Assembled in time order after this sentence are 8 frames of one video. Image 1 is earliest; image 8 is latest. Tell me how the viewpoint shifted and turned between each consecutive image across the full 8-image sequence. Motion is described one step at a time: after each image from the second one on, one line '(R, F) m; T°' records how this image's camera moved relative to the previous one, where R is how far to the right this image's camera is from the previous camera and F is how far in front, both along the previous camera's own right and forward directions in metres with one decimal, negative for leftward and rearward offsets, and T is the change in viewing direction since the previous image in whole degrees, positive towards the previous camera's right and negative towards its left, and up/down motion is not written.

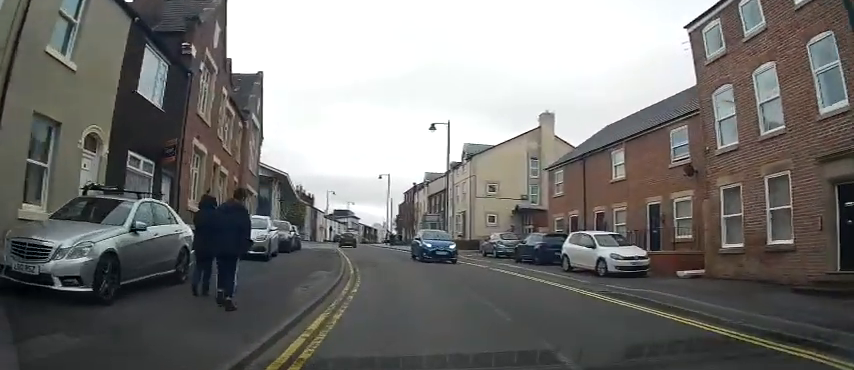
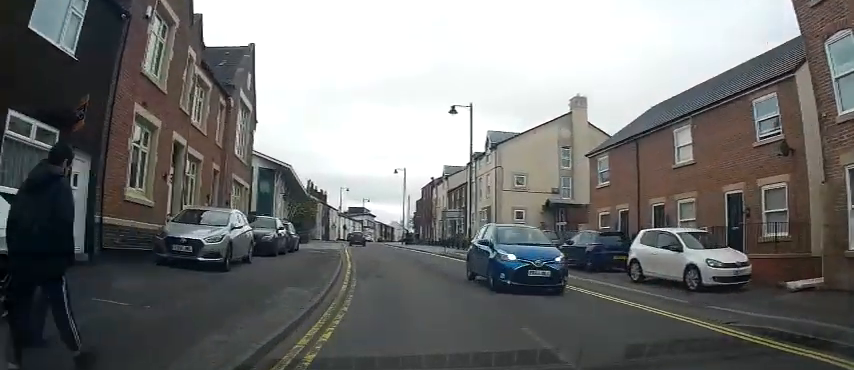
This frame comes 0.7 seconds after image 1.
(0.0, +5.5) m; -2°
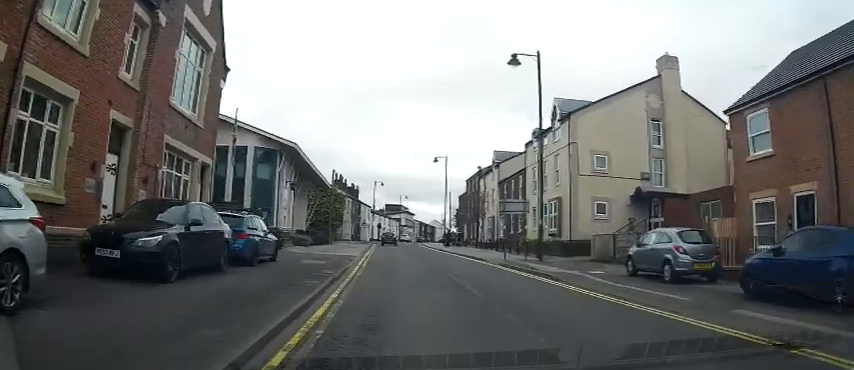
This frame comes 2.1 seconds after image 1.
(-0.5, +11.1) m; -3°
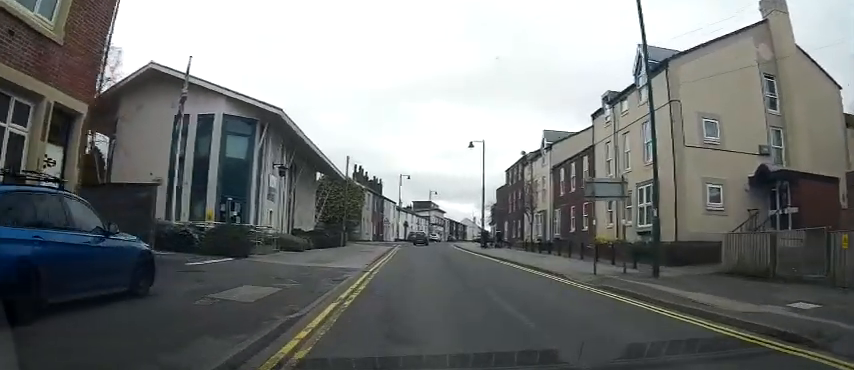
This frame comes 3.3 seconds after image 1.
(-0.1, +10.1) m; -2°
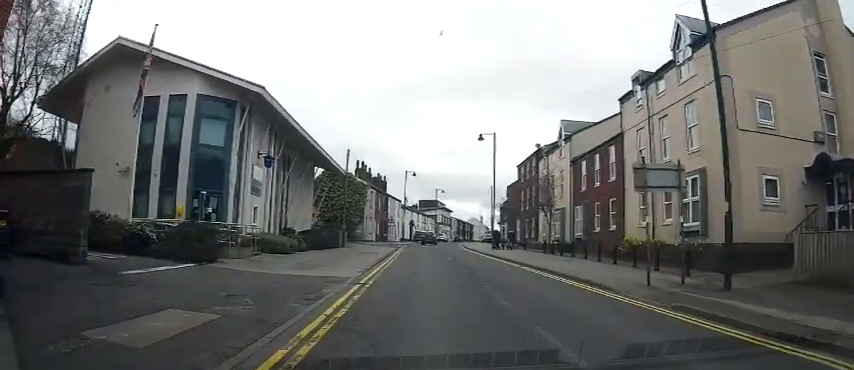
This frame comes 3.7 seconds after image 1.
(+0.1, +3.6) m; -1°
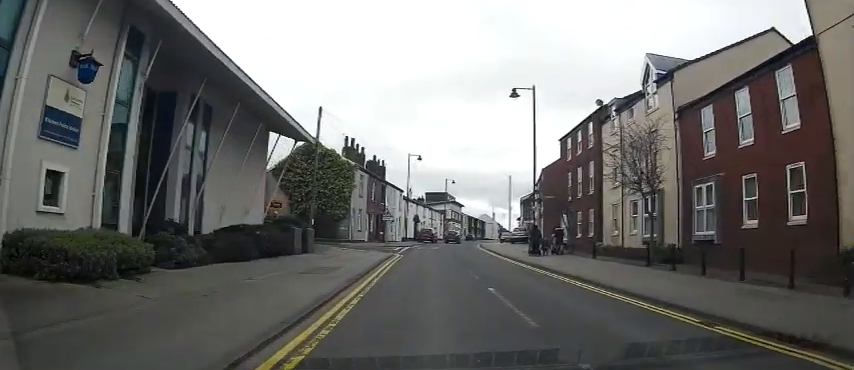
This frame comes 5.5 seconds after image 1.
(-0.5, +15.4) m; -1°
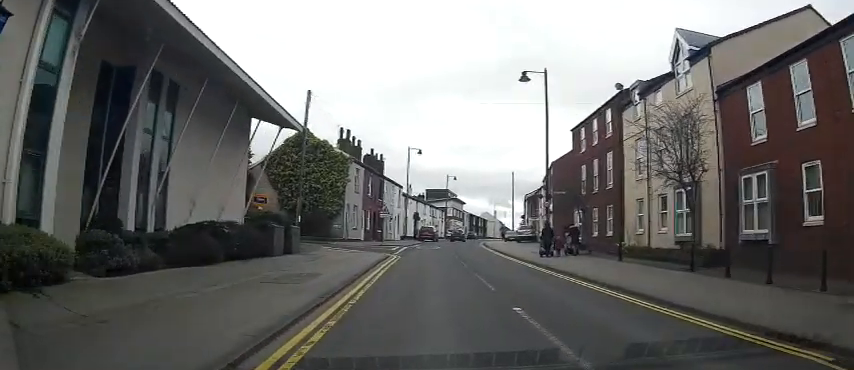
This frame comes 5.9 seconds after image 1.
(0.0, +3.5) m; 0°
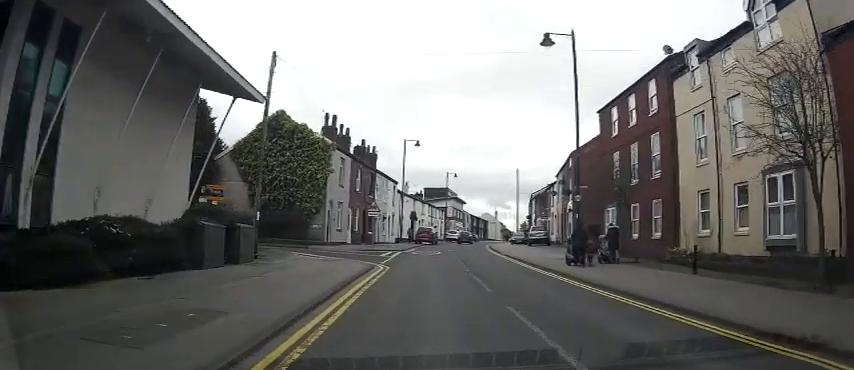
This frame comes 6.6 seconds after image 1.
(+0.1, +6.2) m; 0°
